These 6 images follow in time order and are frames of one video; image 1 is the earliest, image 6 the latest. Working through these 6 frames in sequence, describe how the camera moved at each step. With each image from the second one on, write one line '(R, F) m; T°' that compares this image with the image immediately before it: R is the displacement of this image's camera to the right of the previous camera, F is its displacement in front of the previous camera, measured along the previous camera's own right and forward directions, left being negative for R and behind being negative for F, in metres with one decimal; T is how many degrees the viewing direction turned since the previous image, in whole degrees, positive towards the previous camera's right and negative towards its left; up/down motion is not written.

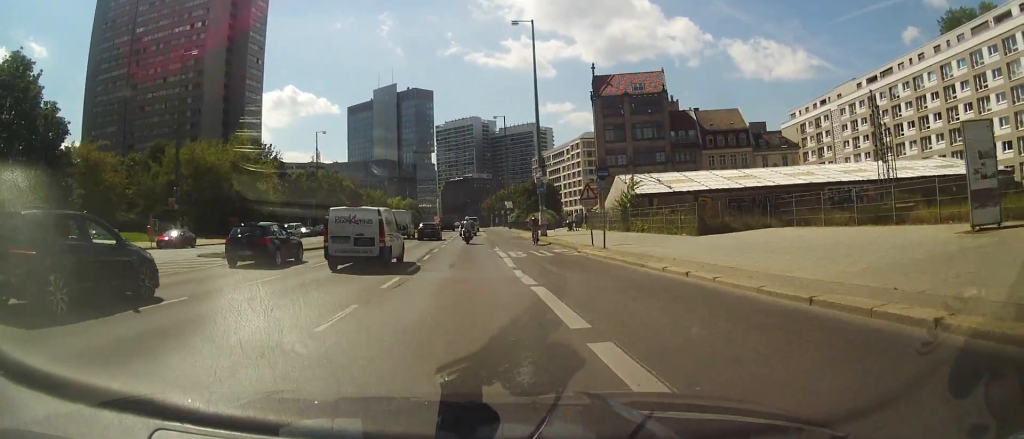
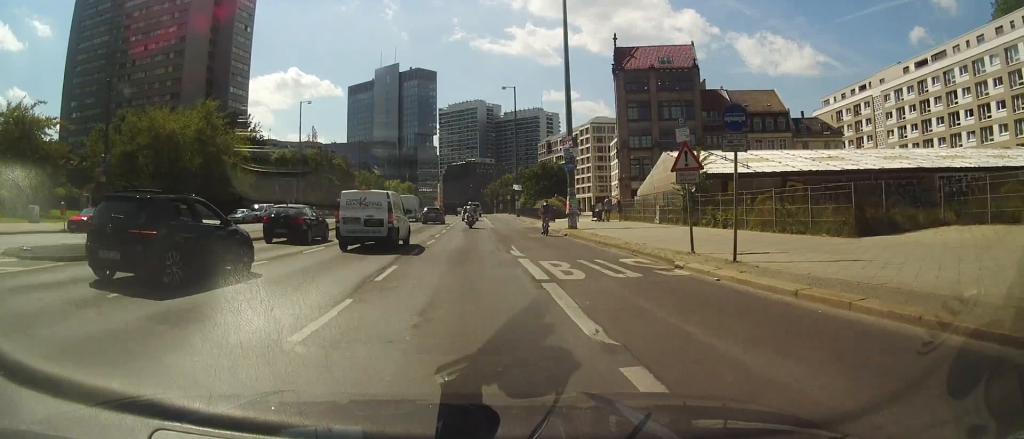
(+0.4, +12.4) m; +1°
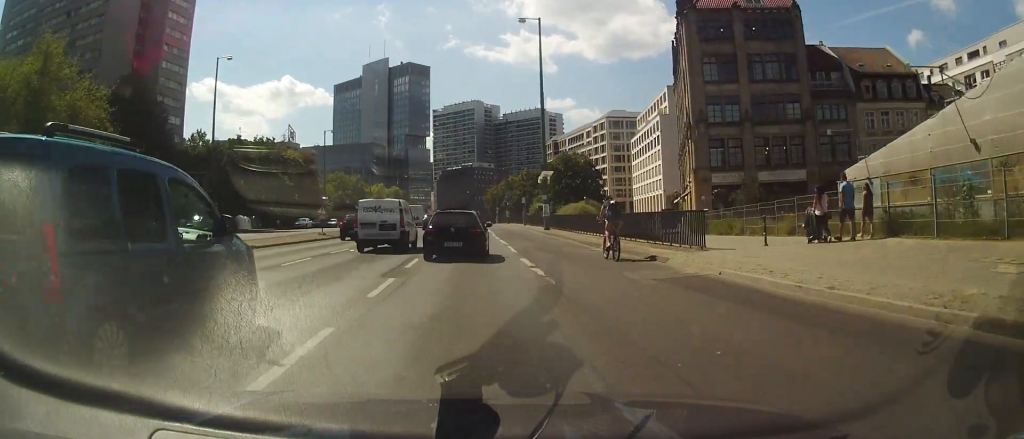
(-0.8, +30.9) m; 0°
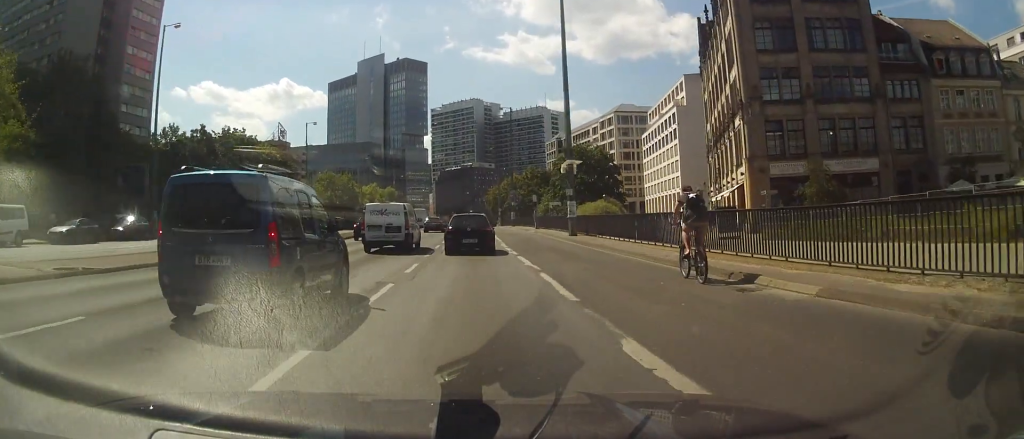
(+0.2, +12.1) m; 0°
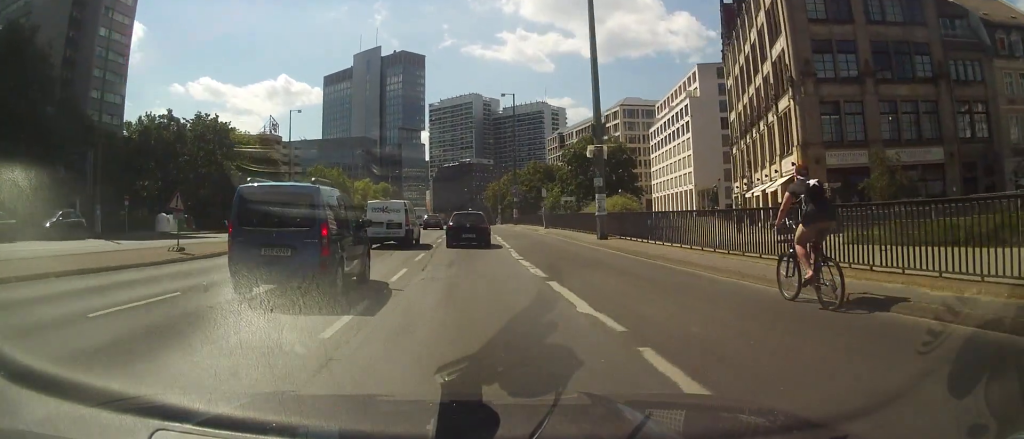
(-0.1, +8.4) m; -1°
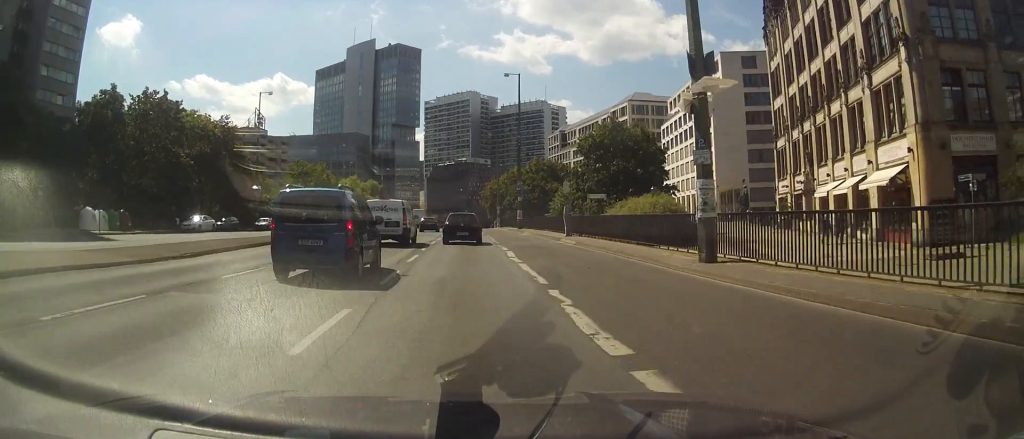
(-0.1, +12.6) m; +1°
